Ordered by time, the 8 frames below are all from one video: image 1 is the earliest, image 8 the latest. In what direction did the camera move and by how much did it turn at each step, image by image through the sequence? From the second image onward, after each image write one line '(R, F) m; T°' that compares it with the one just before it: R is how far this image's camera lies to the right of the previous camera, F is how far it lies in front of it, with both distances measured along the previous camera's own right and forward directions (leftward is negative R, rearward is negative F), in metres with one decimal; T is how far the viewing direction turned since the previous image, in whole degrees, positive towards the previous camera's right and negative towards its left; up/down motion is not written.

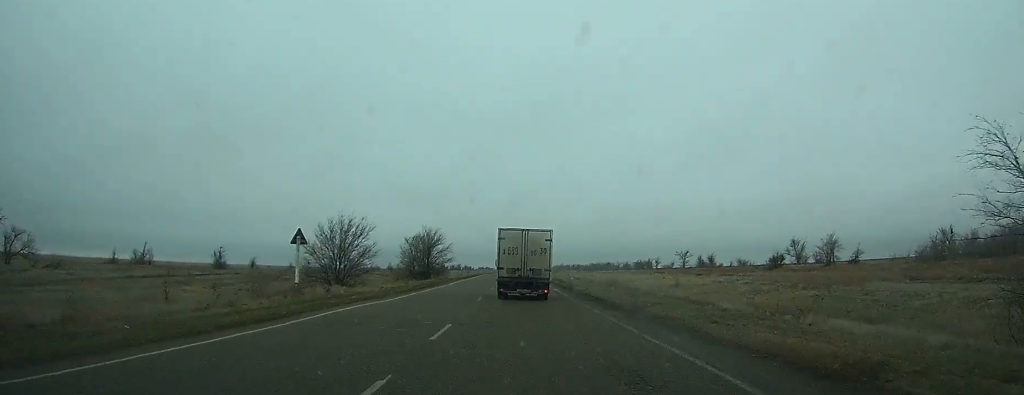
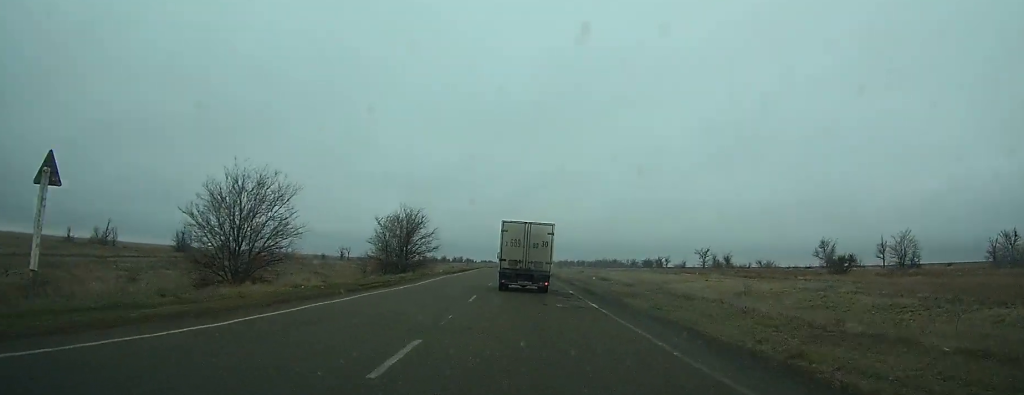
(+0.1, +16.3) m; 0°
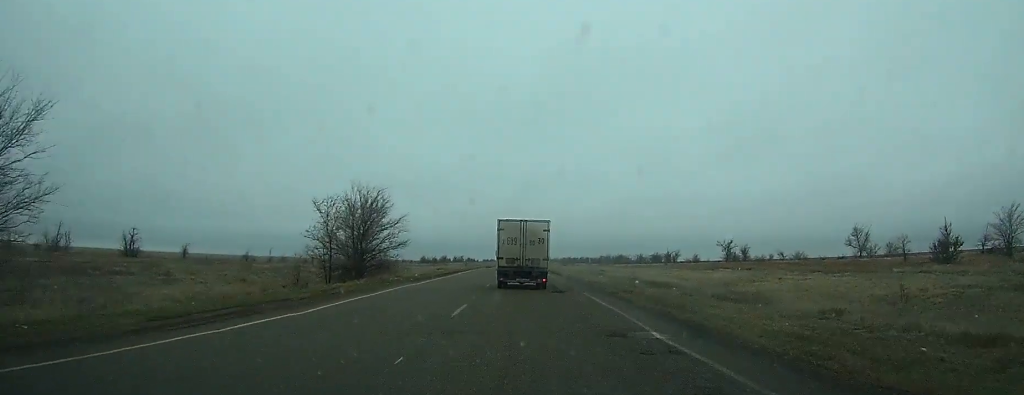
(0.0, +16.9) m; 0°
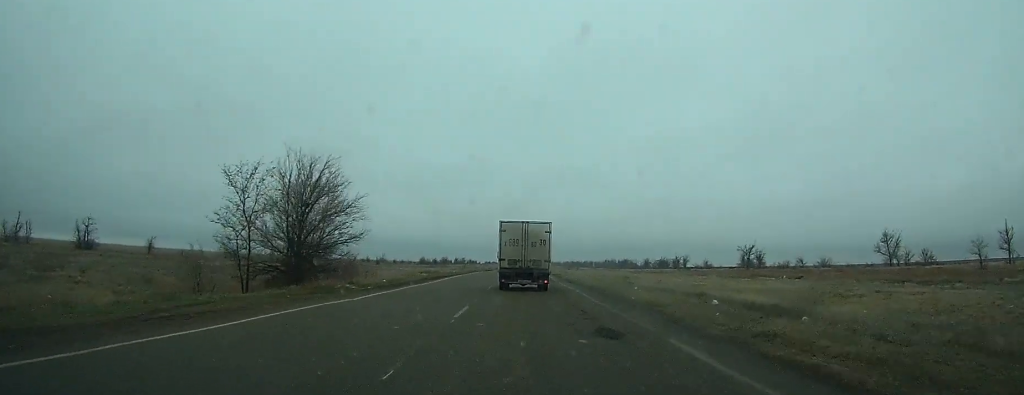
(0.0, +13.0) m; 0°
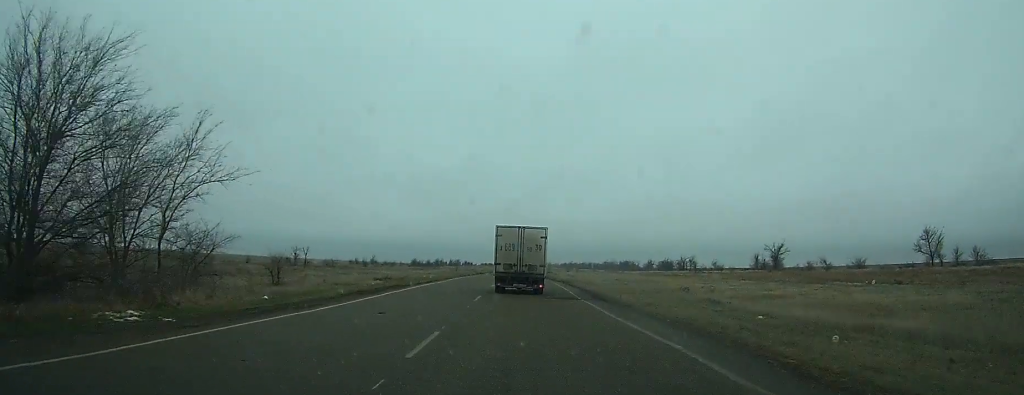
(0.0, +18.1) m; 0°
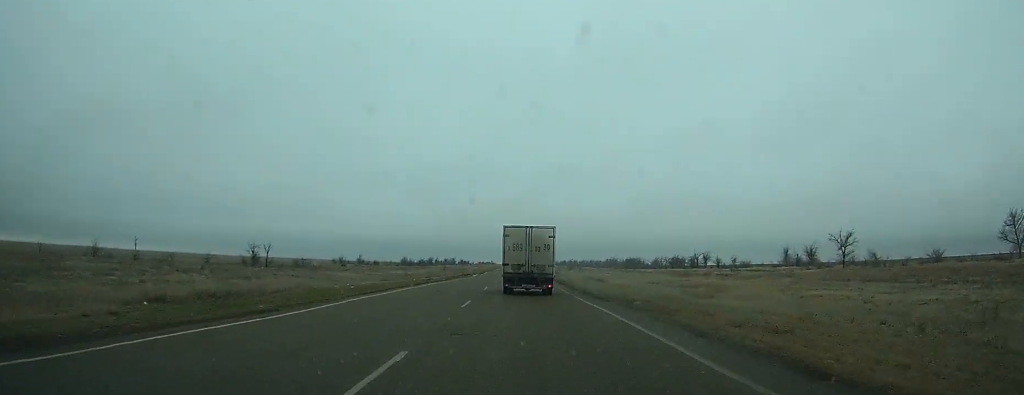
(0.0, +27.1) m; 0°
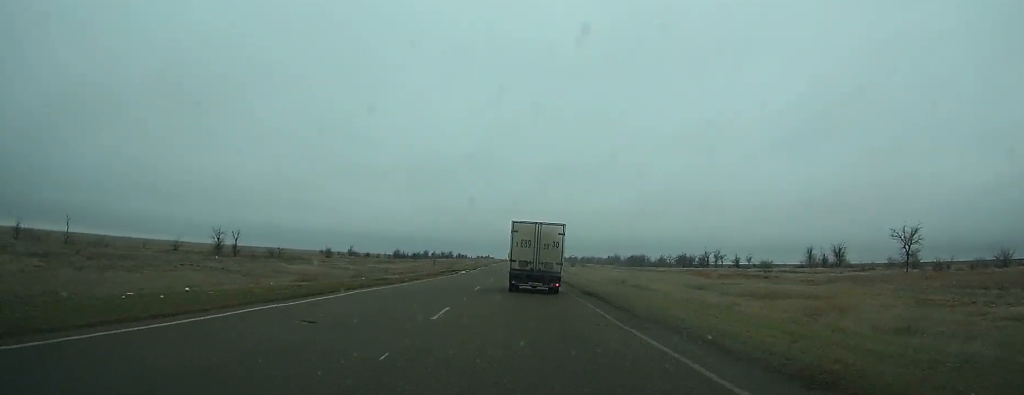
(-0.1, +16.7) m; 0°
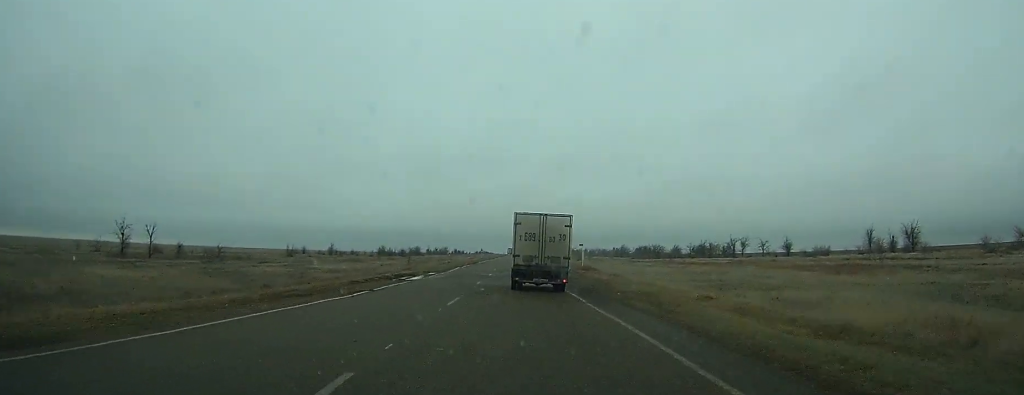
(+0.1, +31.2) m; 0°
